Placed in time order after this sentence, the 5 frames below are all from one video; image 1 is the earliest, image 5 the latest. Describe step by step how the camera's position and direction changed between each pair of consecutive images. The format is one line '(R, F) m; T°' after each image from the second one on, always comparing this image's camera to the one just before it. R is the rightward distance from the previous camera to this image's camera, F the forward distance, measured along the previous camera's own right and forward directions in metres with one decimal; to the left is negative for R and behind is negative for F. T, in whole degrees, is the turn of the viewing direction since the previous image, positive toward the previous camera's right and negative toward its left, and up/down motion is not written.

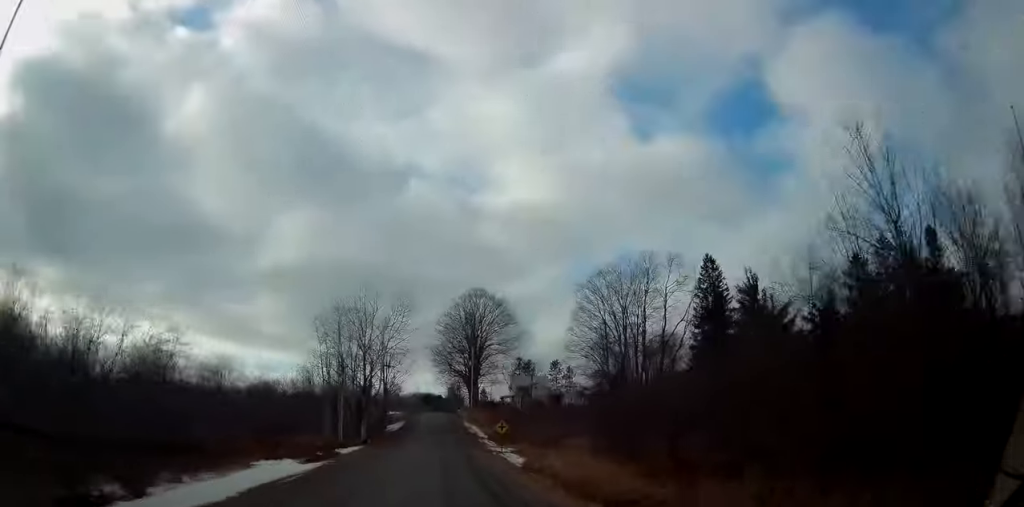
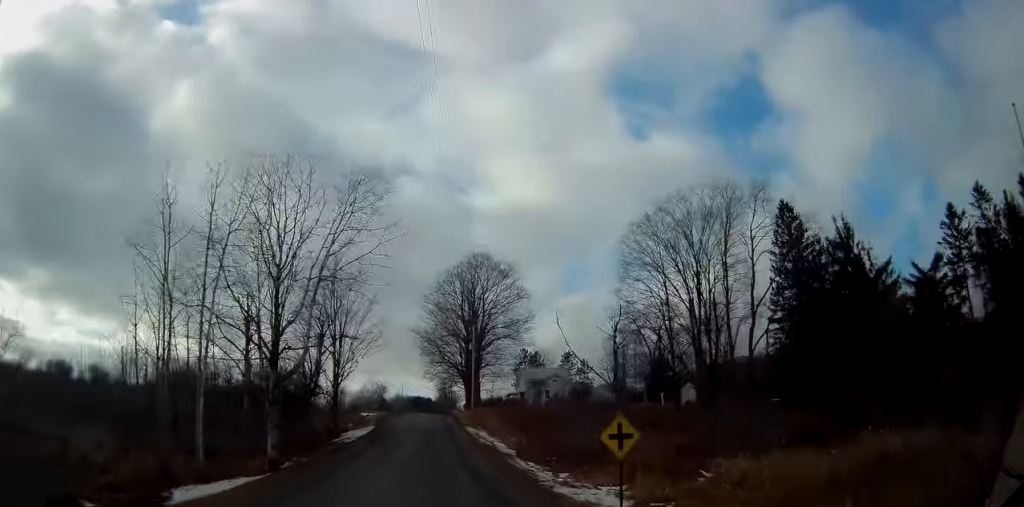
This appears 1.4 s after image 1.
(-0.6, +27.9) m; 0°
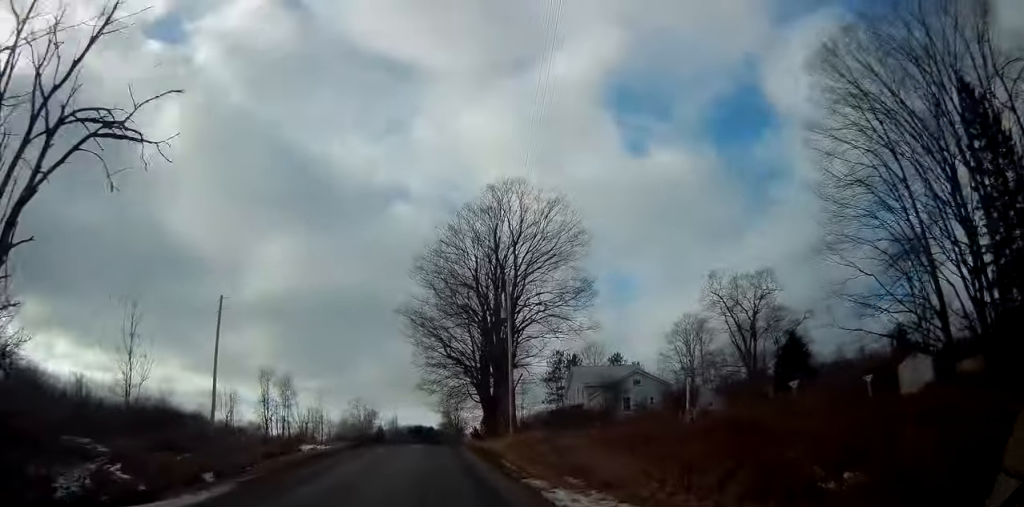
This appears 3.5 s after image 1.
(+0.9, +38.6) m; 0°
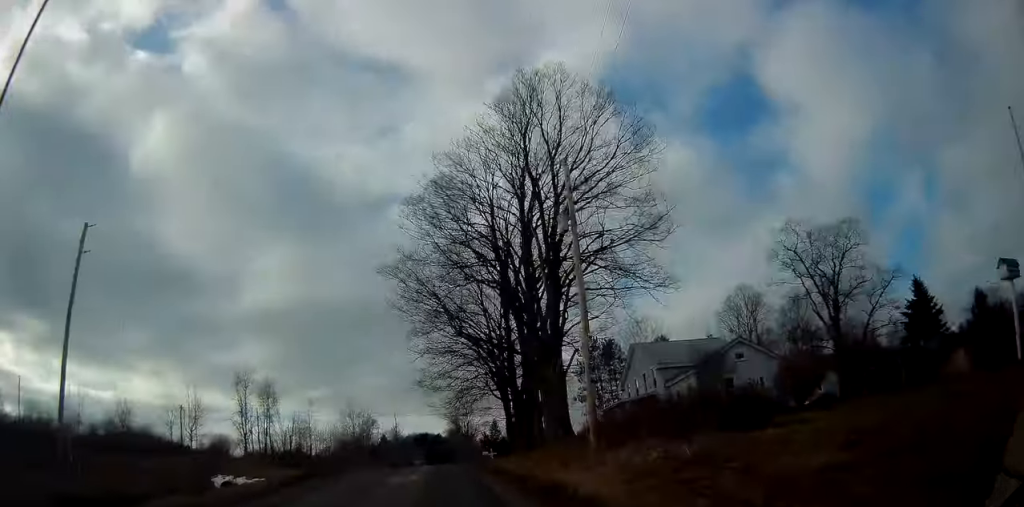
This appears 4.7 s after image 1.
(-0.1, +20.9) m; 0°
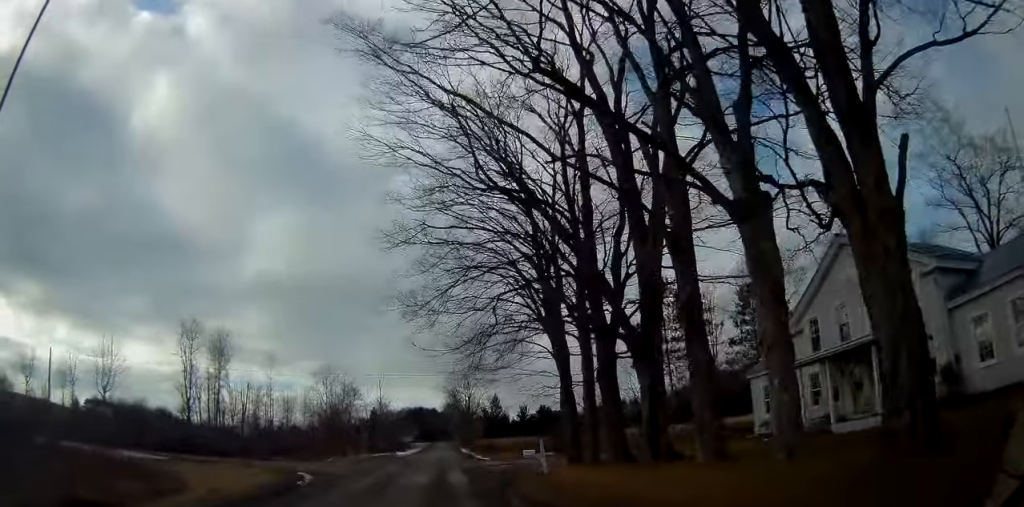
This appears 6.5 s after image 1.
(-0.1, +27.3) m; -1°
